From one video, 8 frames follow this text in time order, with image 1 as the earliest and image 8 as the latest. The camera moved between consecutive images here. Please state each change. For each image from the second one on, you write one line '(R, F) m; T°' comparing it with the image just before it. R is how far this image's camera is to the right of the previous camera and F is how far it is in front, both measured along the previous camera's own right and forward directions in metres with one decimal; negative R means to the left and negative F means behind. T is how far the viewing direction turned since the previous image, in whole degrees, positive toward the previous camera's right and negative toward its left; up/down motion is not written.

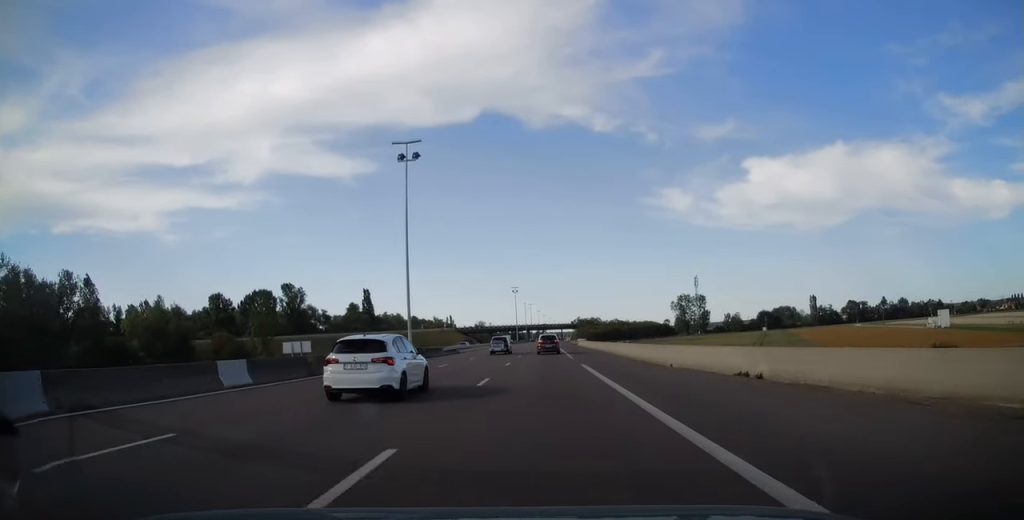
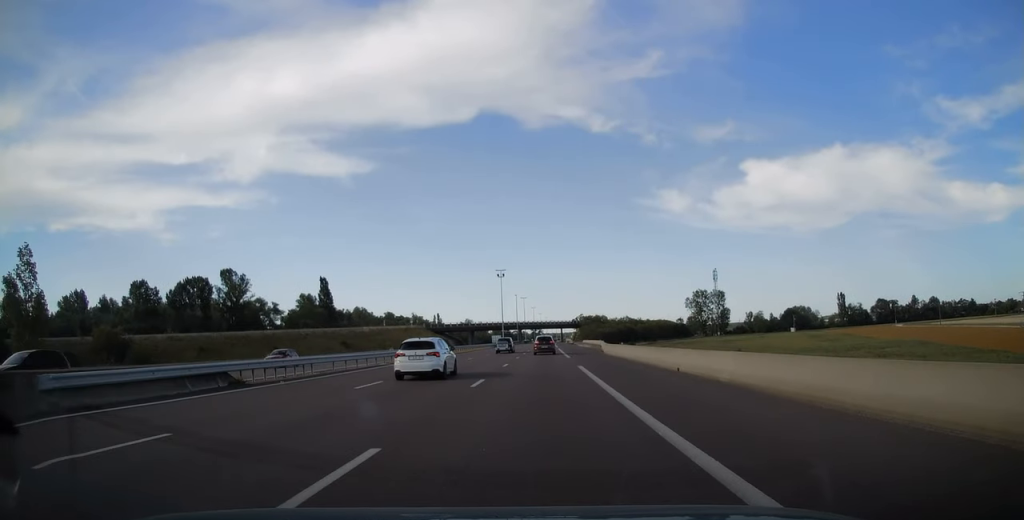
(+0.4, +51.8) m; +1°
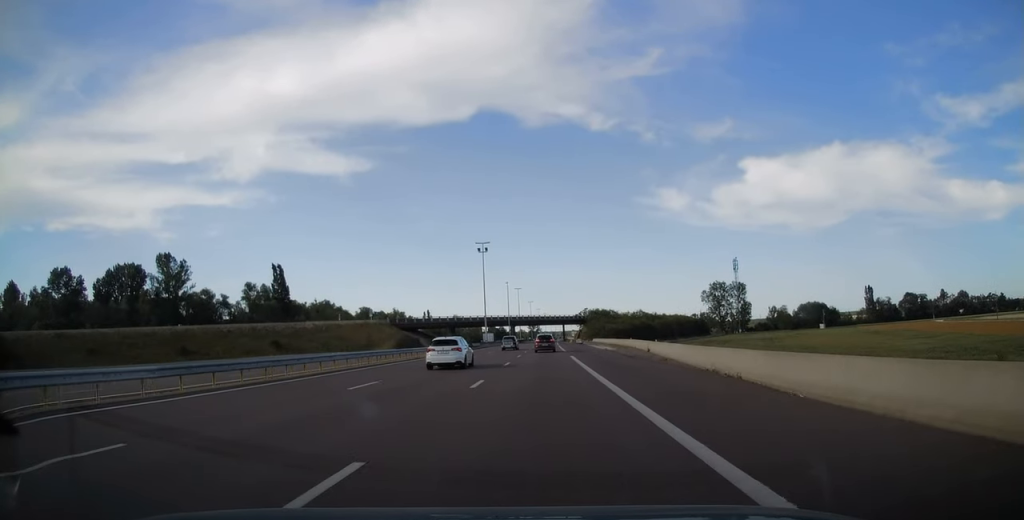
(+0.2, +40.0) m; 0°
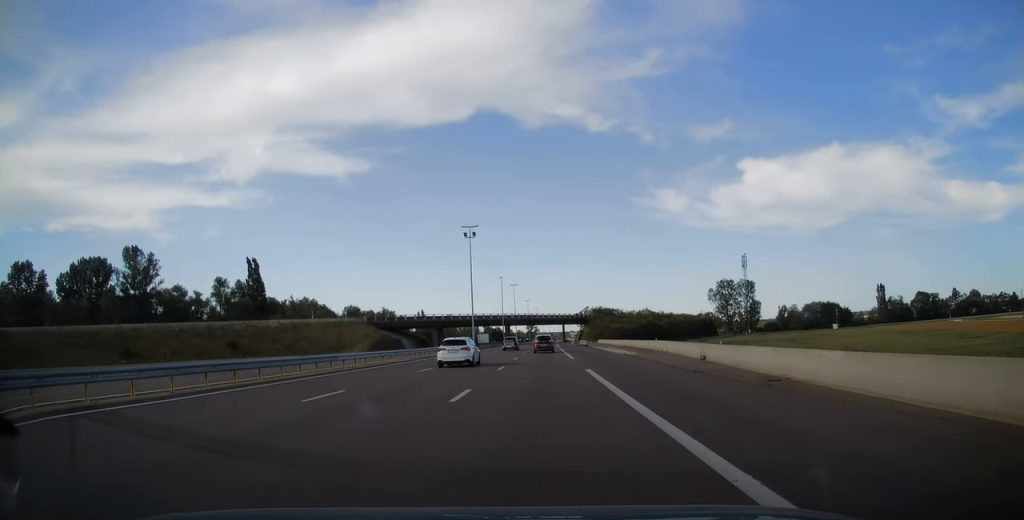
(0.0, +16.4) m; 0°
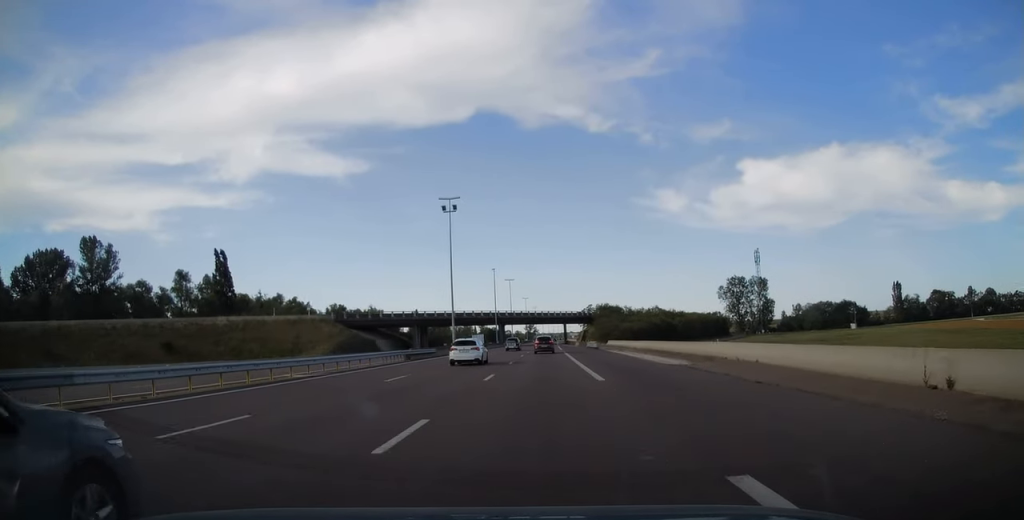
(-0.1, +19.0) m; 0°
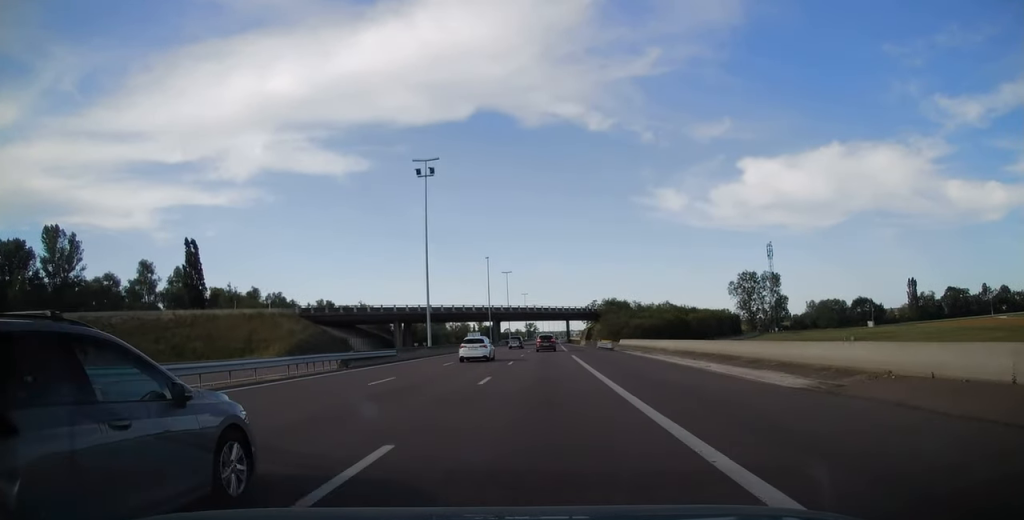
(+0.2, +15.4) m; 0°
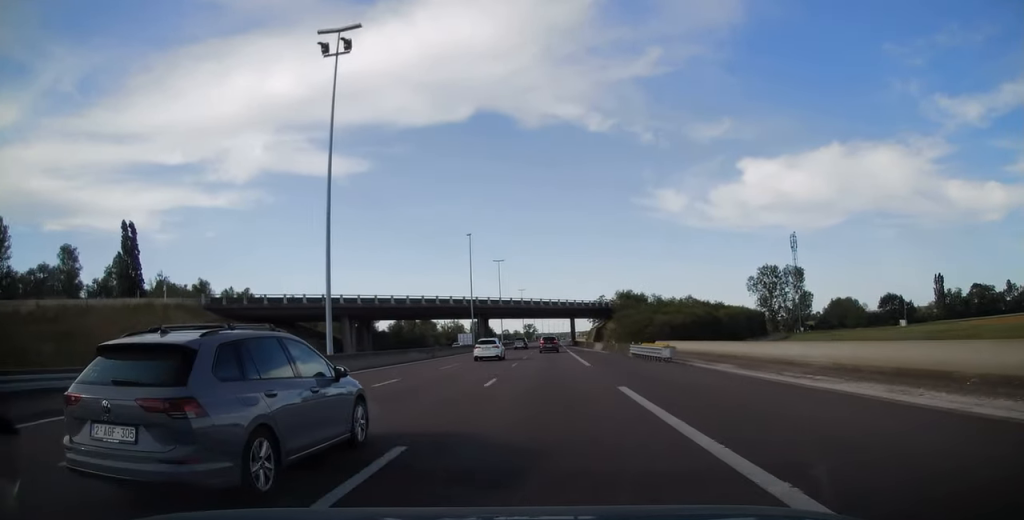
(+0.1, +26.2) m; 0°
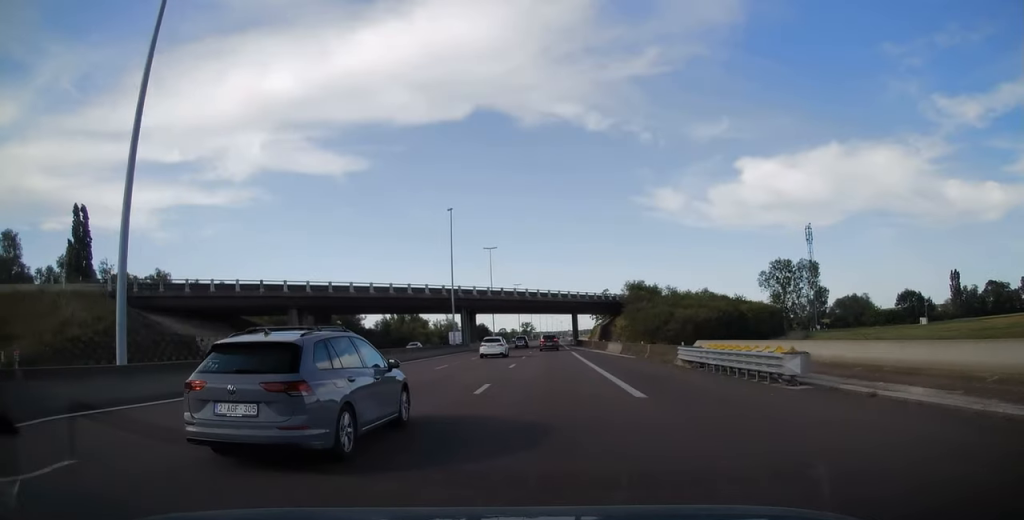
(-0.1, +15.9) m; 0°
